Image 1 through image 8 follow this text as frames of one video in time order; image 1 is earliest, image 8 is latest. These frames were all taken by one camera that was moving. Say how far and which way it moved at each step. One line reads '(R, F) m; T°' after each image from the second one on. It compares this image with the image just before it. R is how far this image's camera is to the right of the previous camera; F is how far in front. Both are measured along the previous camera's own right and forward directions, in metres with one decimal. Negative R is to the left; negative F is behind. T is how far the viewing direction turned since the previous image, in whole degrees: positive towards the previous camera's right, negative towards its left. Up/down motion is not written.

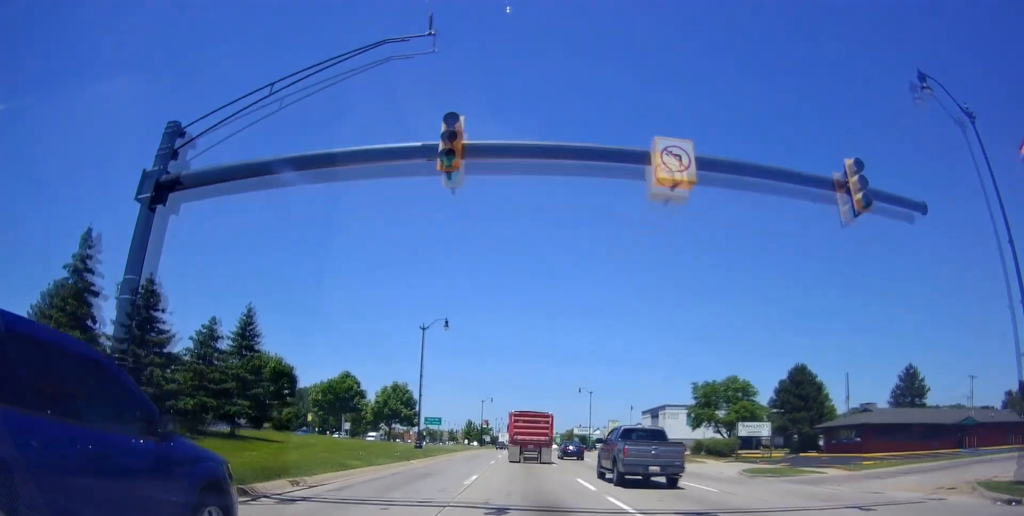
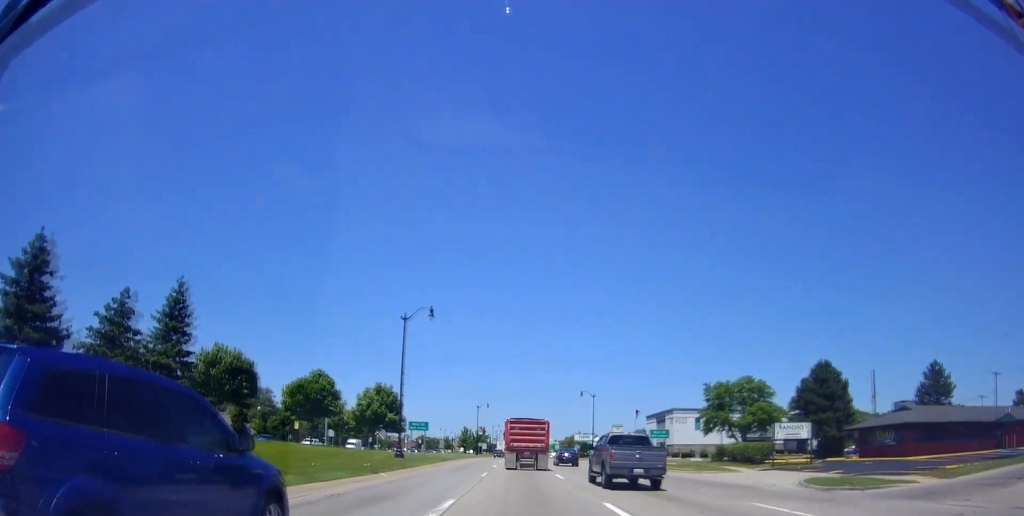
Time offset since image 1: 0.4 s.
(0.0, +7.0) m; 0°
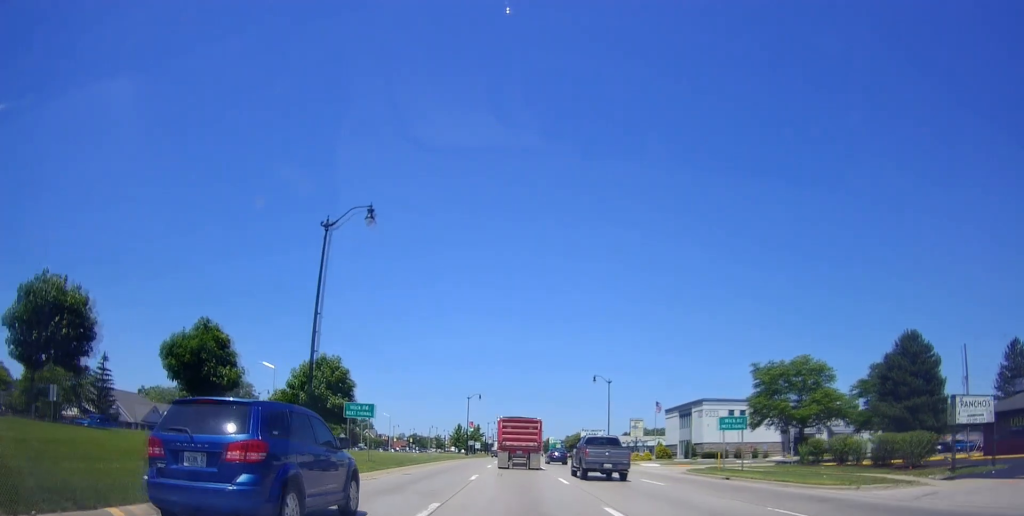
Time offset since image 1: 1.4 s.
(-0.1, +18.1) m; 0°
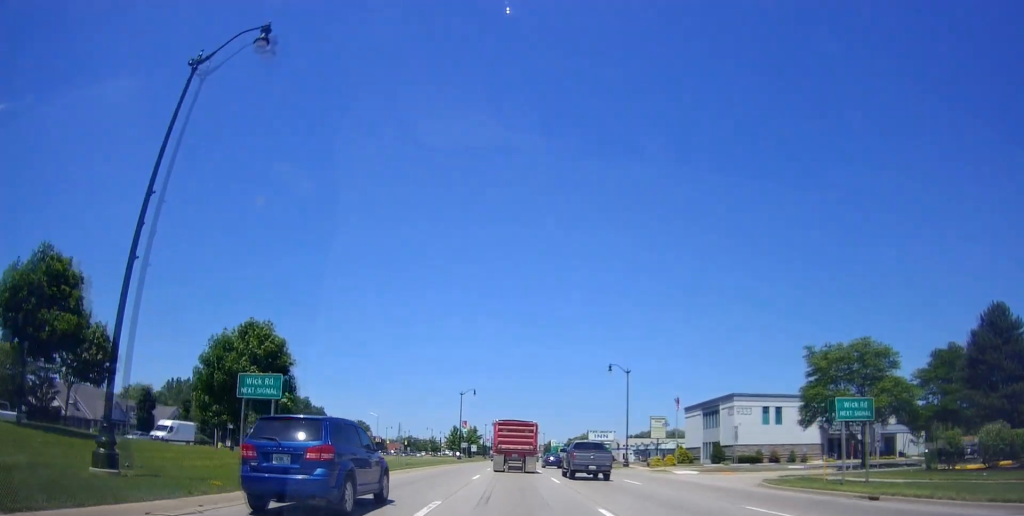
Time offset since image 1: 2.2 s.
(0.0, +12.8) m; 0°
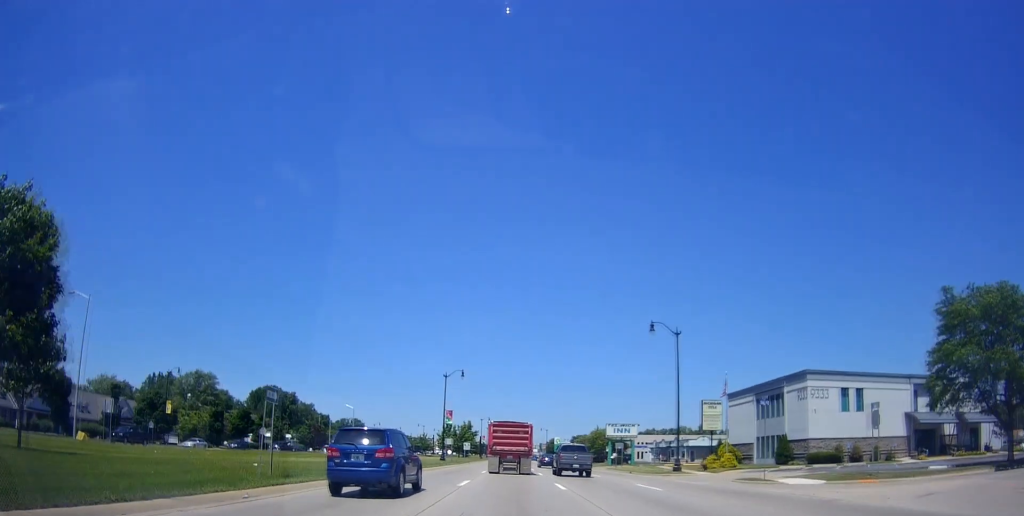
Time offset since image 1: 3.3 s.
(+0.2, +19.7) m; +1°
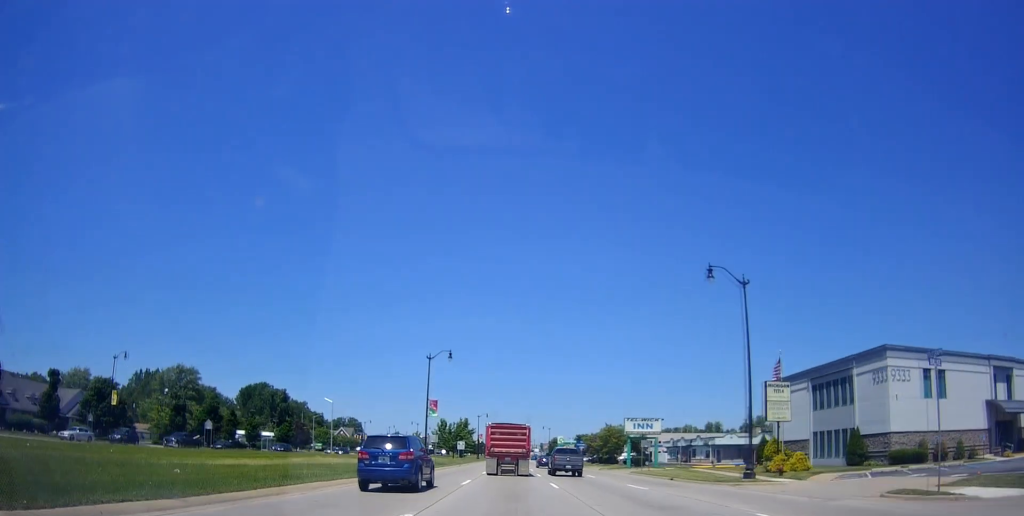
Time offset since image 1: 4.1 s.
(0.0, +13.4) m; 0°
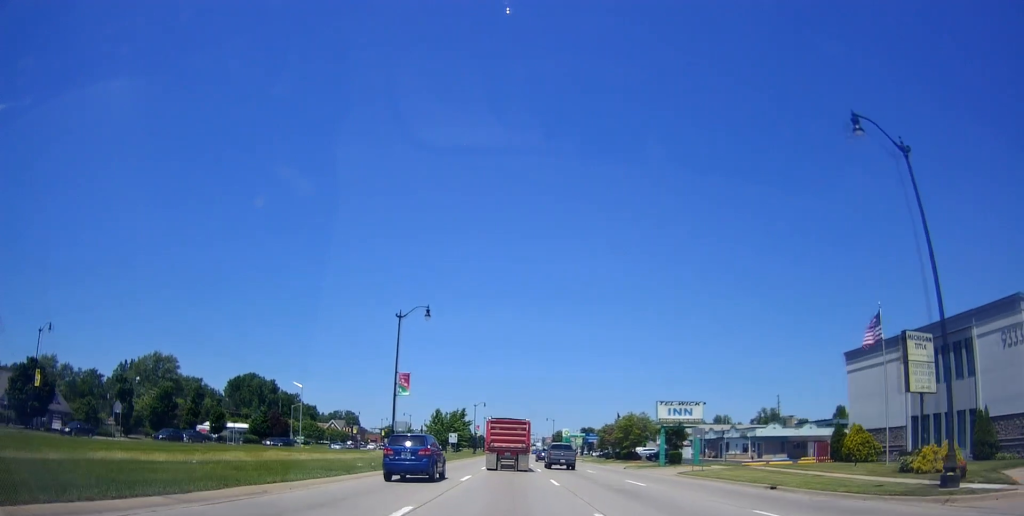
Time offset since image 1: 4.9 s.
(0.0, +15.2) m; -2°
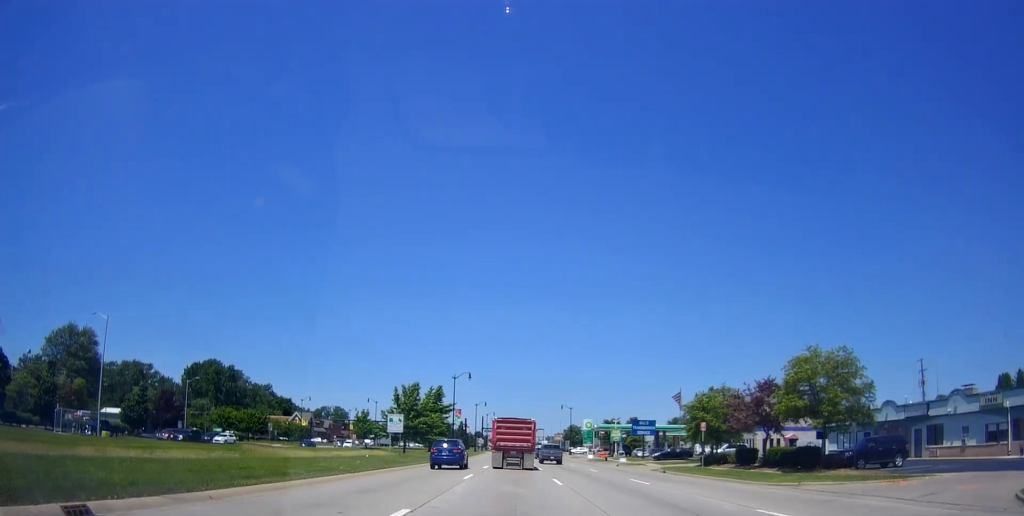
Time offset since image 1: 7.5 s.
(-1.0, +45.7) m; 0°
